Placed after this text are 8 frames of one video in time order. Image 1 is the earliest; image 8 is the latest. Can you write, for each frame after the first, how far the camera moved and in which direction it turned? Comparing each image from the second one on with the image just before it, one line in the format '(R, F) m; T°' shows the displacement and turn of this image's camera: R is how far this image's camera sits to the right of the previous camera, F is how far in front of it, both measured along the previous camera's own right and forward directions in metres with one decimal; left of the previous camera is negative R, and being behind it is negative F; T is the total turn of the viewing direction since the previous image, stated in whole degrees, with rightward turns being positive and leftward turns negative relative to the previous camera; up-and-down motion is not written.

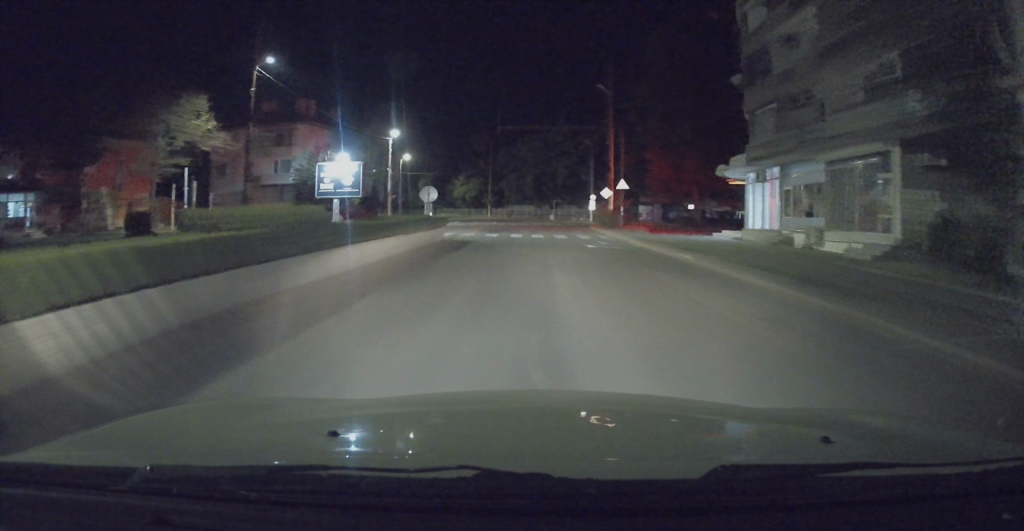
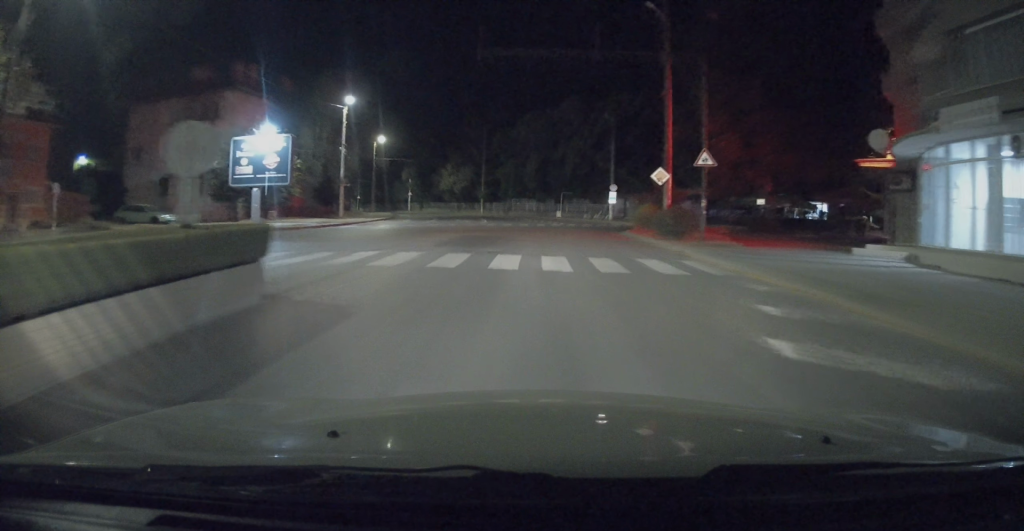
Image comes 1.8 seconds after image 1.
(+0.3, +16.1) m; -1°
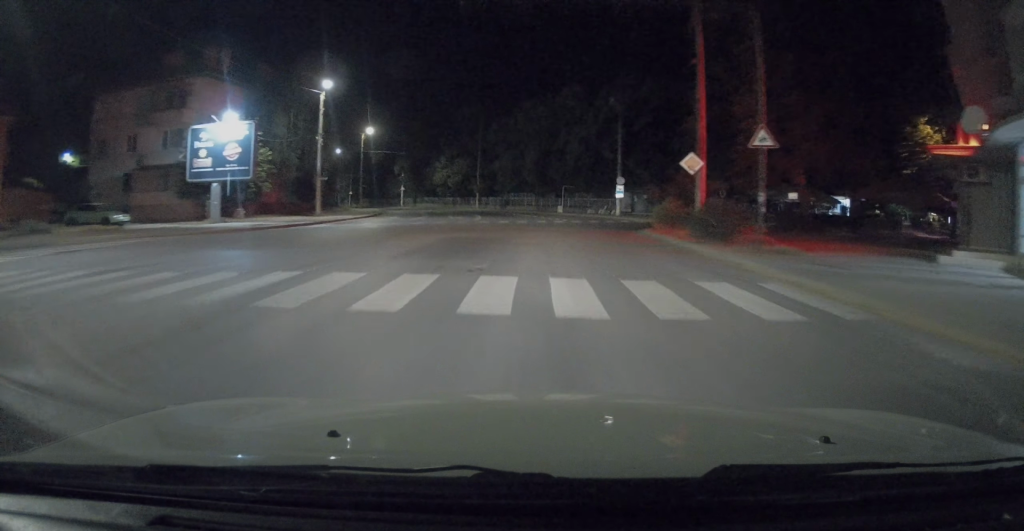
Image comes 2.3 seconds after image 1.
(-0.1, +5.0) m; +1°
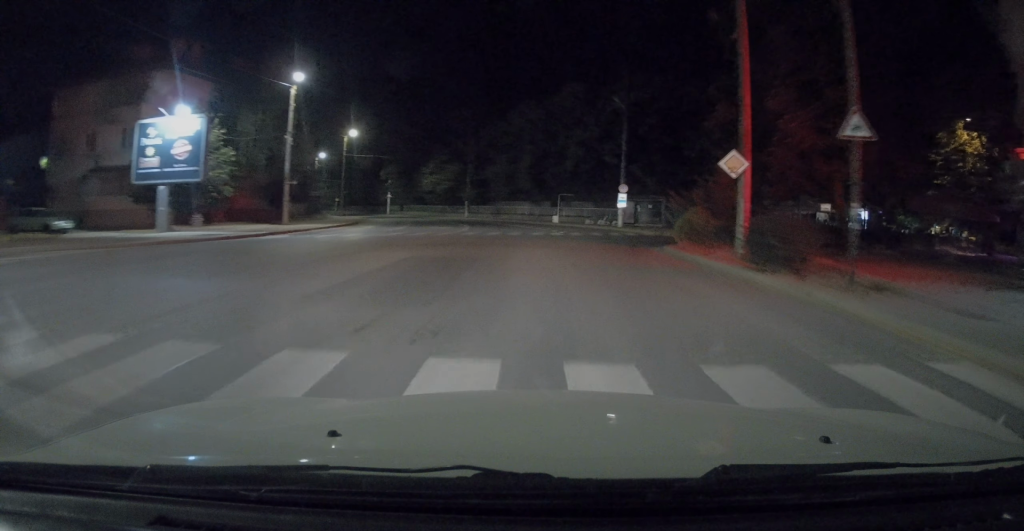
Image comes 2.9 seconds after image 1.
(0.0, +4.6) m; +4°
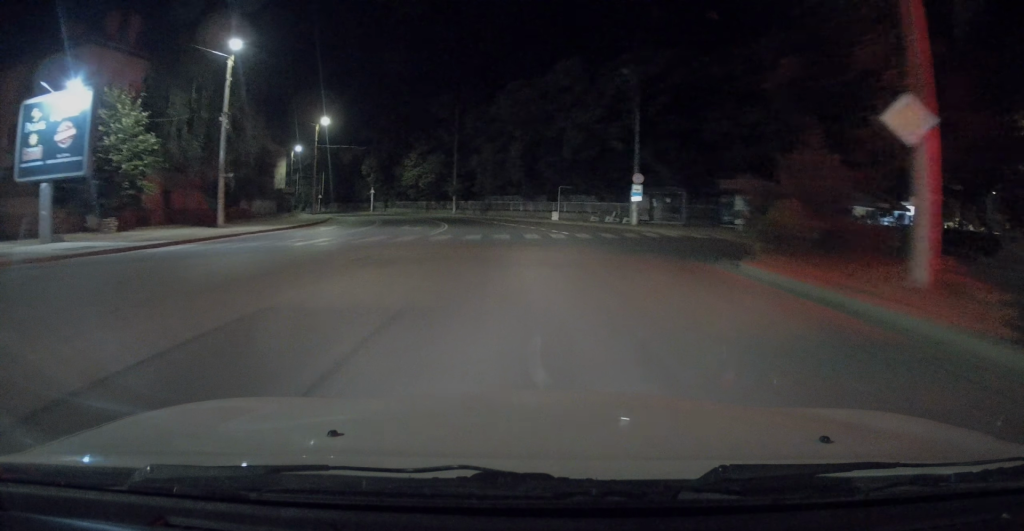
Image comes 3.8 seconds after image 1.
(+0.5, +7.6) m; +3°
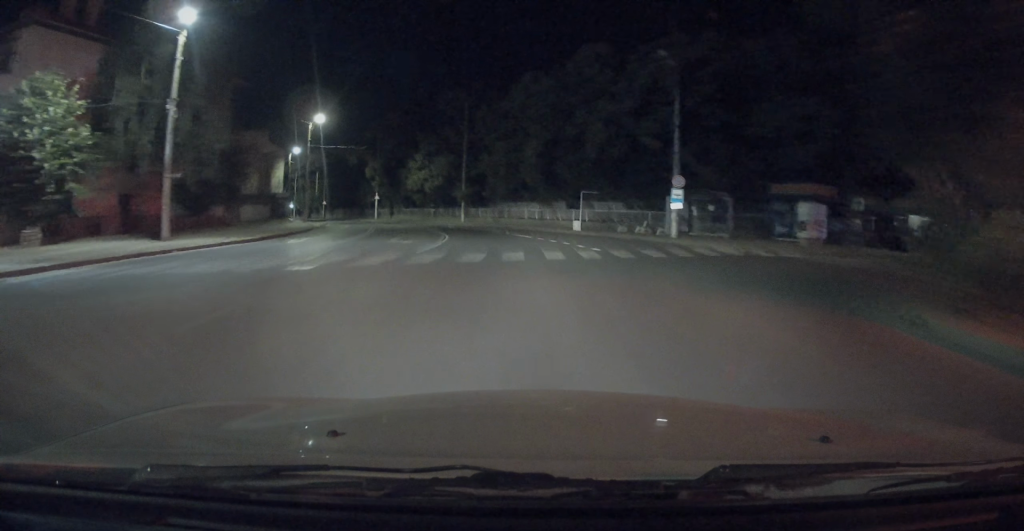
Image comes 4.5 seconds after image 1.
(+0.1, +6.0) m; -2°
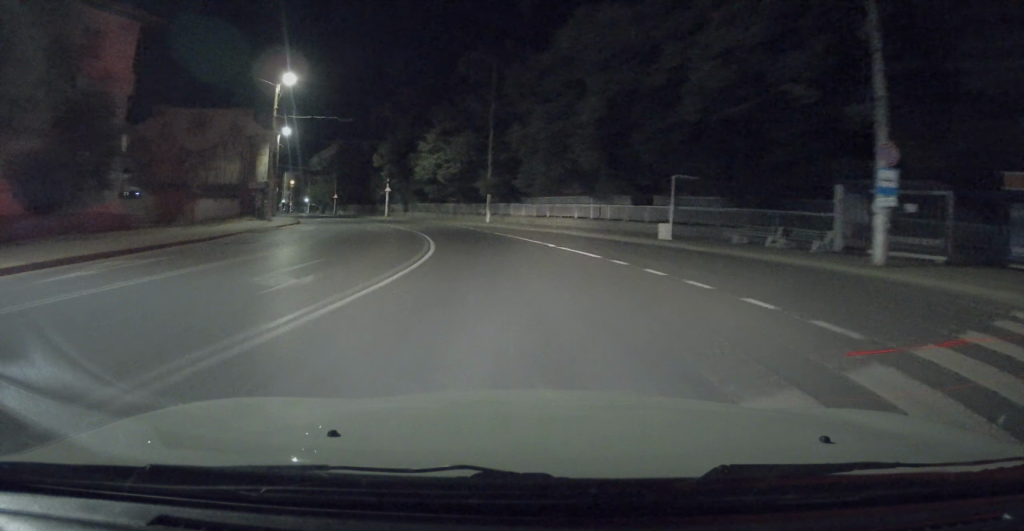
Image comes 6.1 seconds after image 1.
(-2.0, +14.9) m; -10°
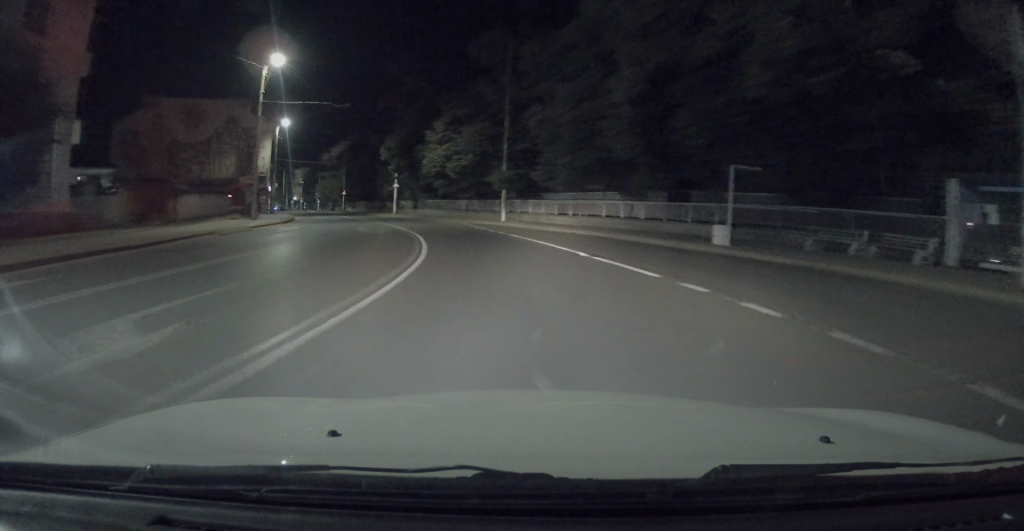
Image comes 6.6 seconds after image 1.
(+0.2, +4.8) m; -1°
